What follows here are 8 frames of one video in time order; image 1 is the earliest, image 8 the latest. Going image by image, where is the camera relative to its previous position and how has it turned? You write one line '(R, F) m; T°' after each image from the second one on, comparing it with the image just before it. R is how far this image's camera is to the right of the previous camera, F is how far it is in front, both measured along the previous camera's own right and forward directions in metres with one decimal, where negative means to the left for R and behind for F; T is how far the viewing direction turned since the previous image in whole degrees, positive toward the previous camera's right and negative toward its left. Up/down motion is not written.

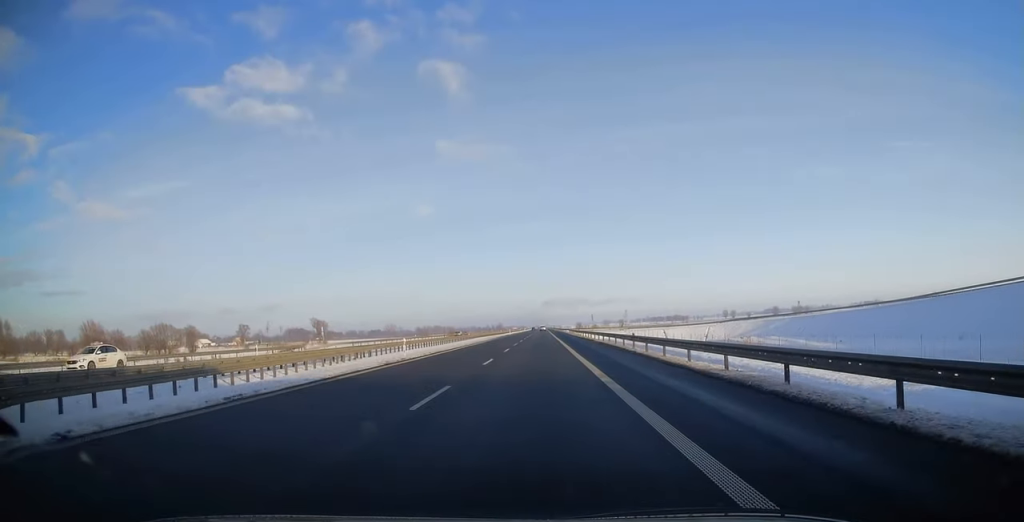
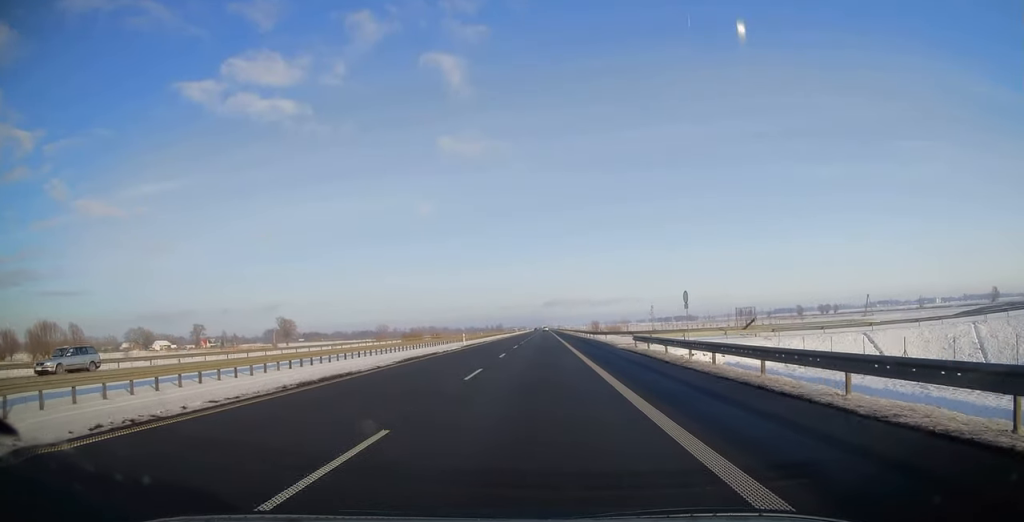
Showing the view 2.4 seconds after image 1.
(+0.5, +77.9) m; +1°
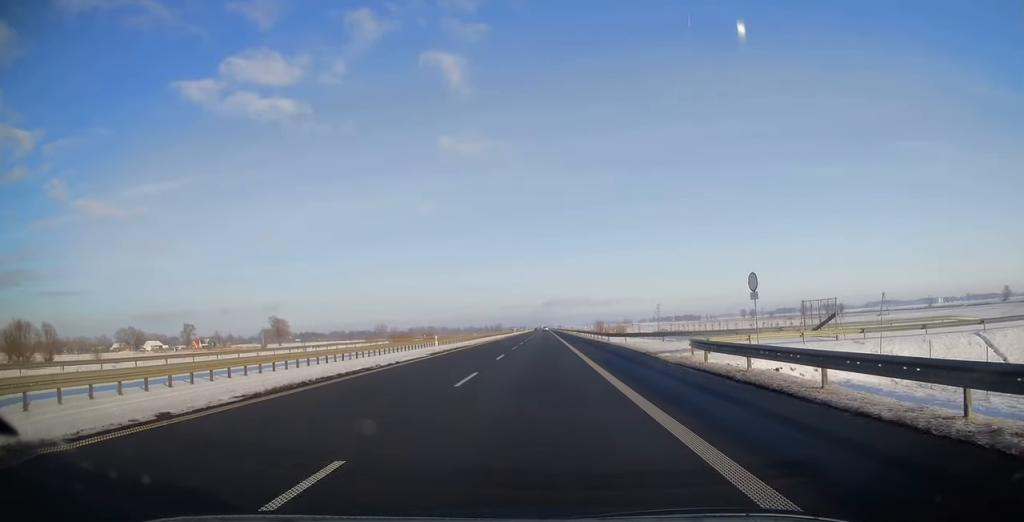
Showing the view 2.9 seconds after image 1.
(-0.2, +13.8) m; 0°
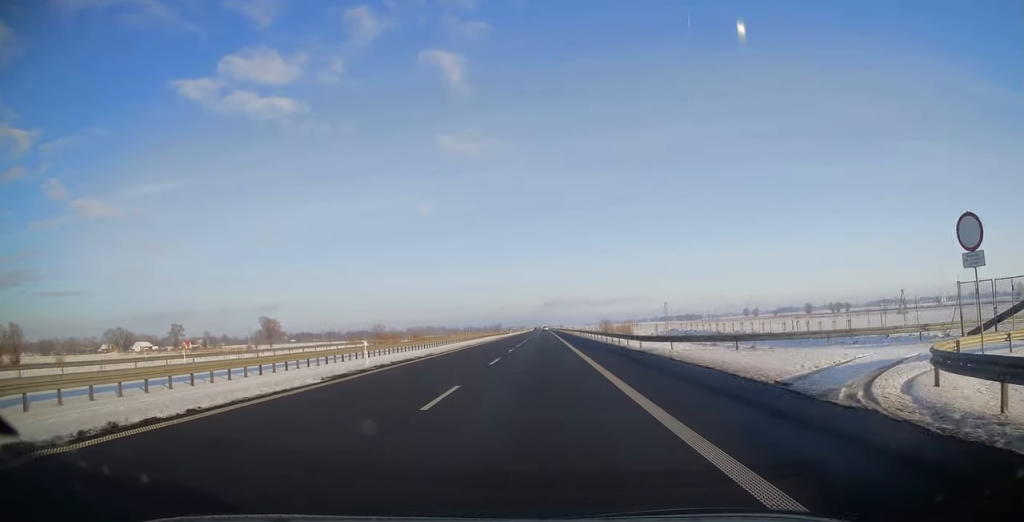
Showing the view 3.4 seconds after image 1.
(-0.2, +16.0) m; 0°
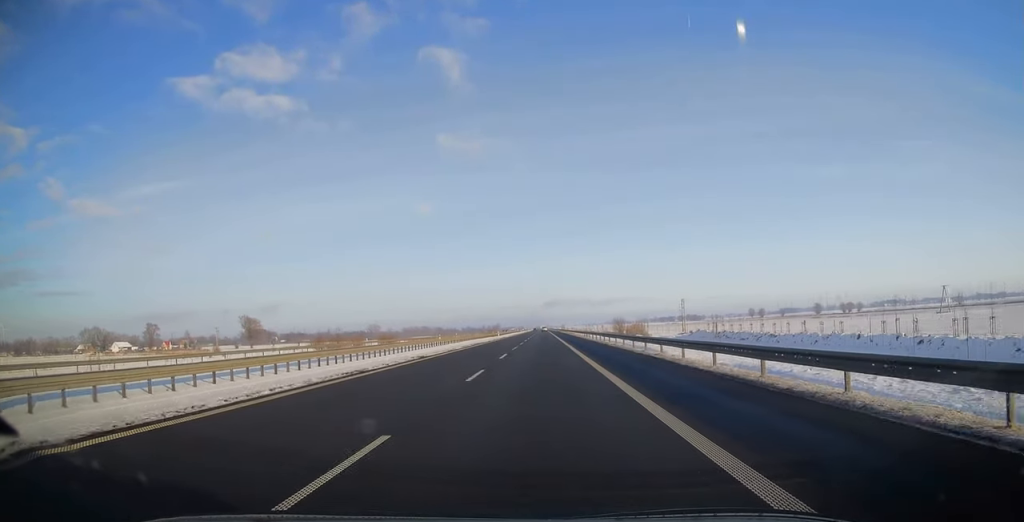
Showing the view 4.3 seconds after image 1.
(+0.3, +30.3) m; 0°
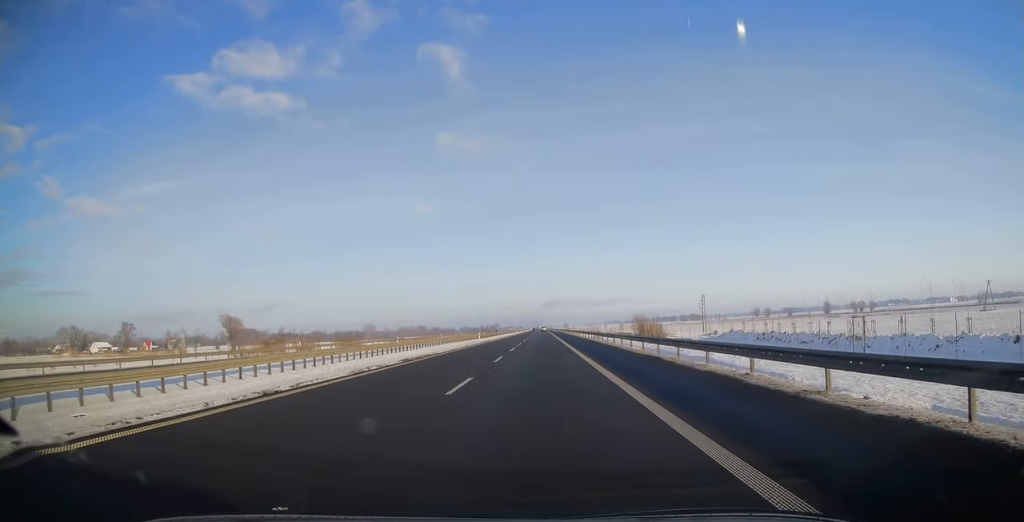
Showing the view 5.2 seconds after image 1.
(-0.3, +27.1) m; 0°
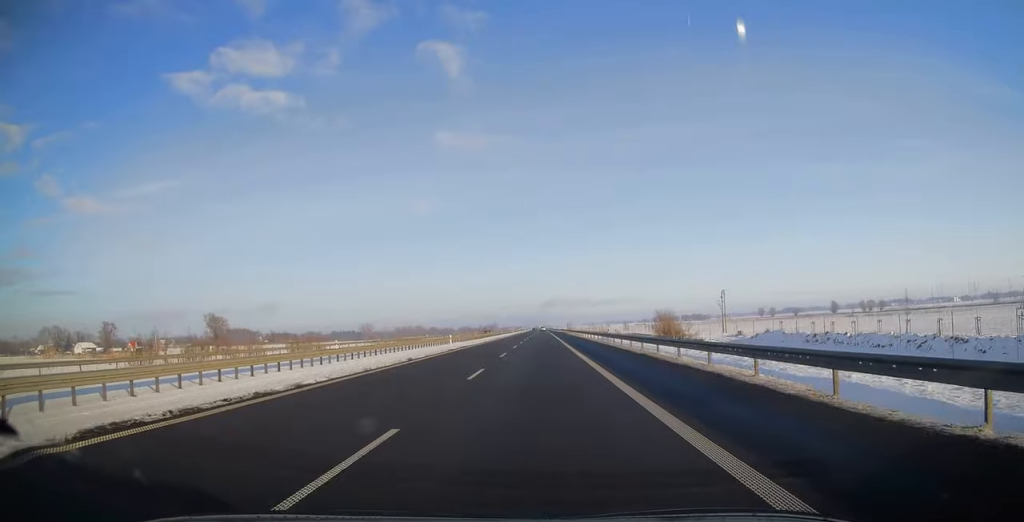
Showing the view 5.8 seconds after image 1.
(0.0, +20.2) m; 0°
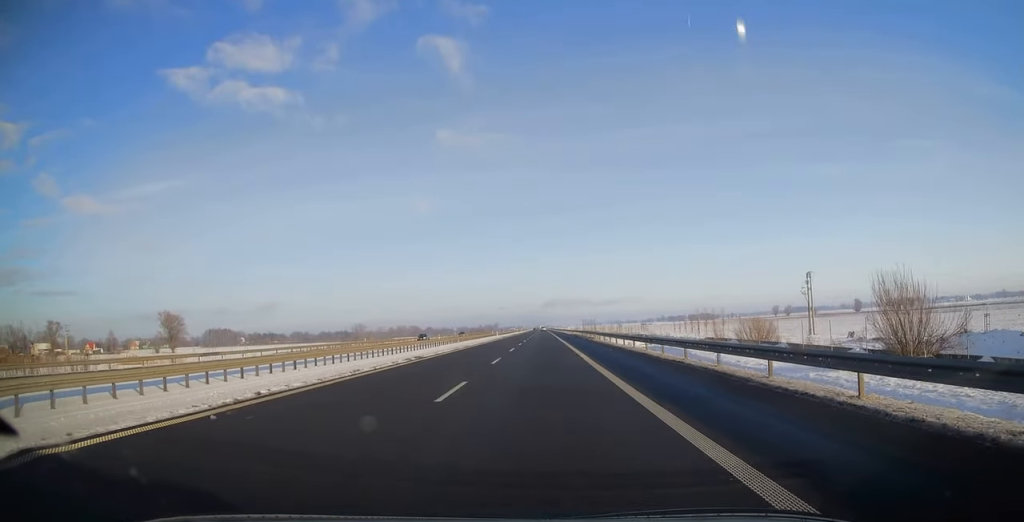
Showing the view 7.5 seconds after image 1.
(+0.5, +52.6) m; 0°
